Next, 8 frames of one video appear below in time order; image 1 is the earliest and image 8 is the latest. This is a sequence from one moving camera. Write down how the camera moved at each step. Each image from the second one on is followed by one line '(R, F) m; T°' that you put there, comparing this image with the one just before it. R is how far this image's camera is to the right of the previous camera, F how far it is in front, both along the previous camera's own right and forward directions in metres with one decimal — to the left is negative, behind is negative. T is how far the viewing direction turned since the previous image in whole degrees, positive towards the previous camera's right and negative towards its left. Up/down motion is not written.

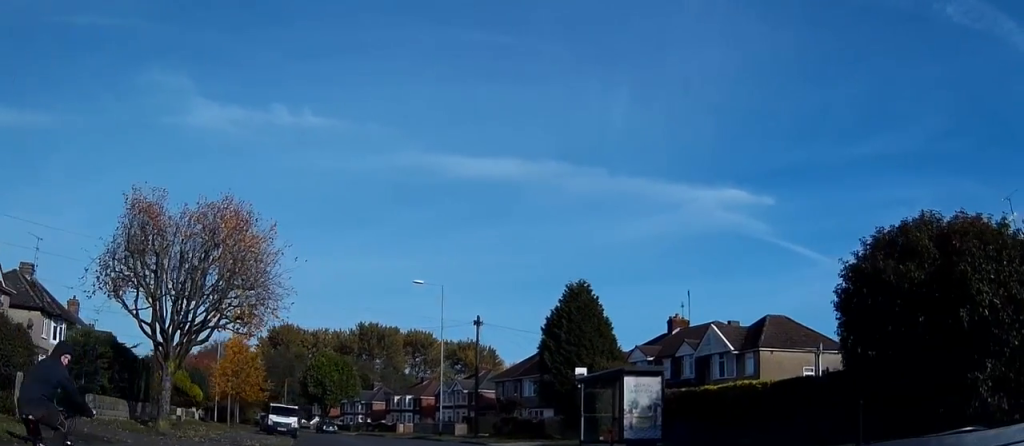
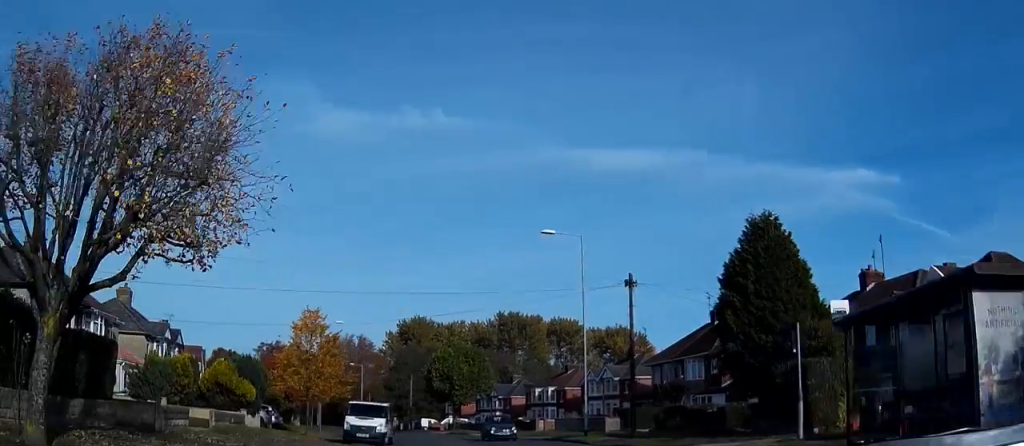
(-0.4, +10.7) m; -7°
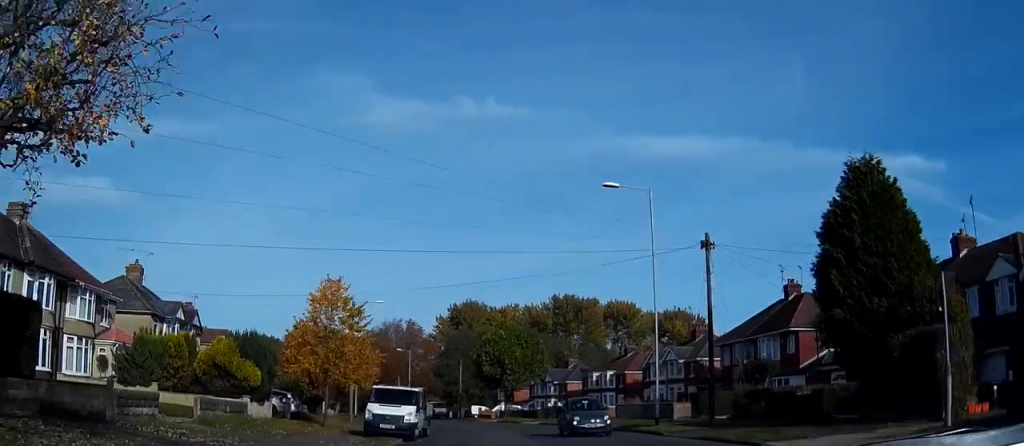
(0.0, +4.9) m; -4°
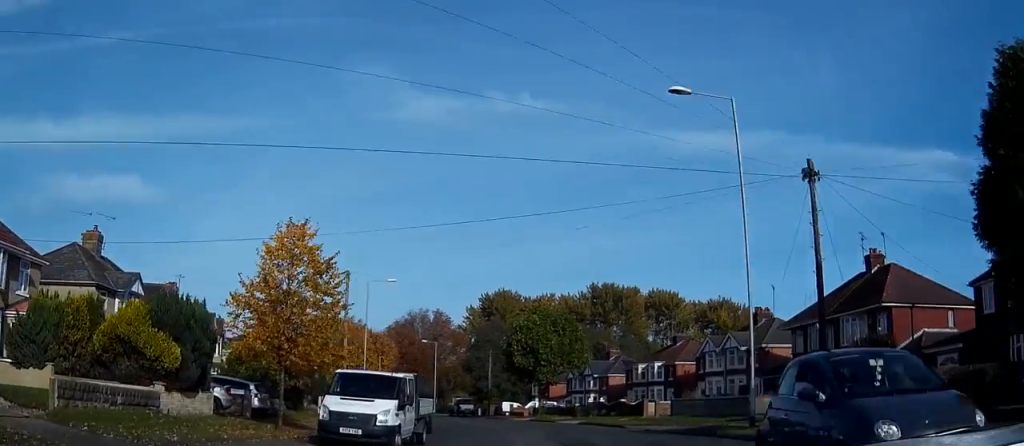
(-0.5, +9.2) m; -4°
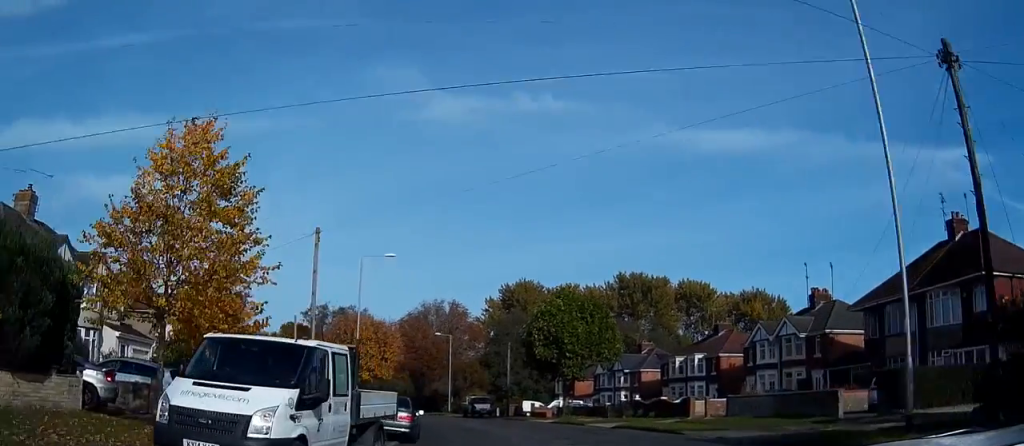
(-0.3, +8.9) m; -2°
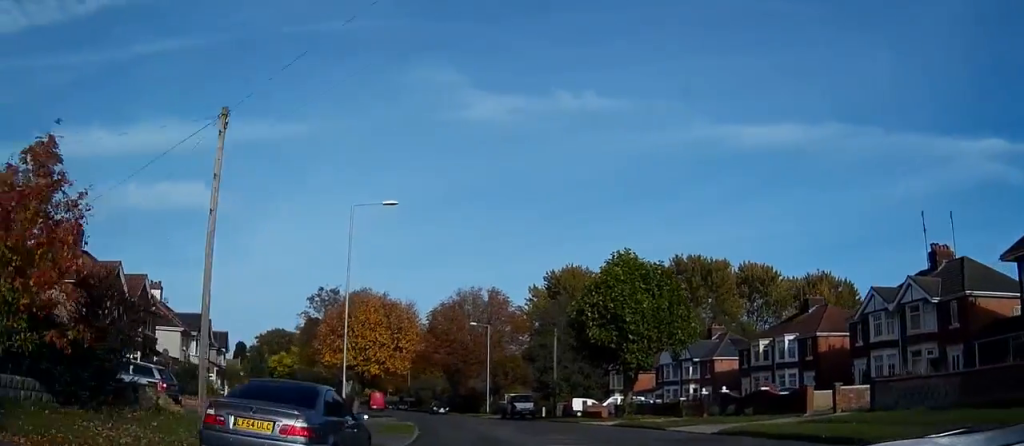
(-0.3, +13.0) m; -4°
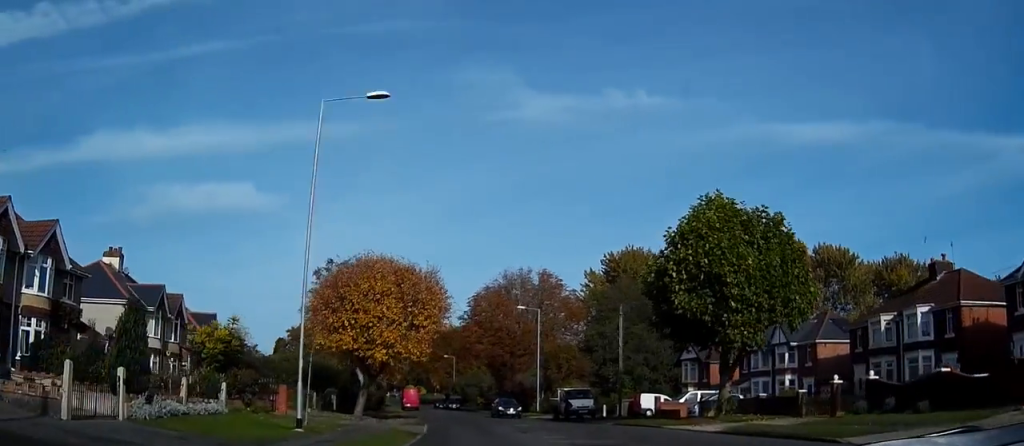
(-0.5, +12.8) m; -4°
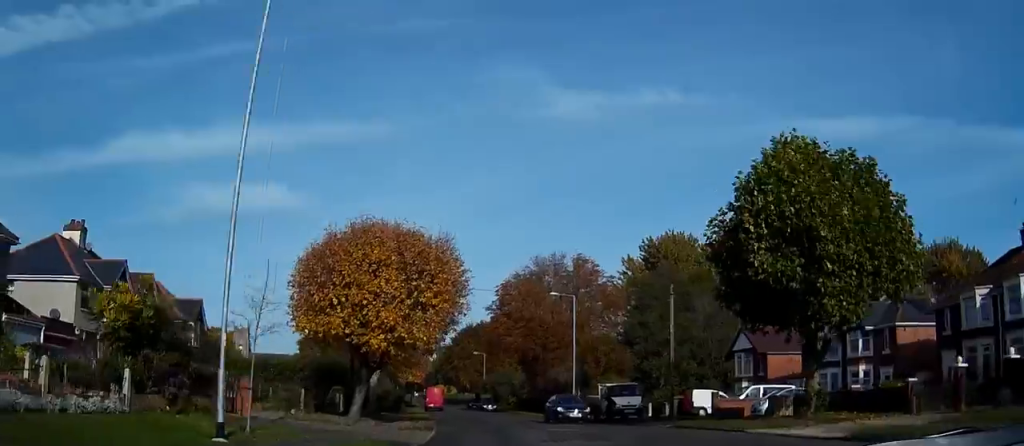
(-0.2, +7.6) m; -2°
